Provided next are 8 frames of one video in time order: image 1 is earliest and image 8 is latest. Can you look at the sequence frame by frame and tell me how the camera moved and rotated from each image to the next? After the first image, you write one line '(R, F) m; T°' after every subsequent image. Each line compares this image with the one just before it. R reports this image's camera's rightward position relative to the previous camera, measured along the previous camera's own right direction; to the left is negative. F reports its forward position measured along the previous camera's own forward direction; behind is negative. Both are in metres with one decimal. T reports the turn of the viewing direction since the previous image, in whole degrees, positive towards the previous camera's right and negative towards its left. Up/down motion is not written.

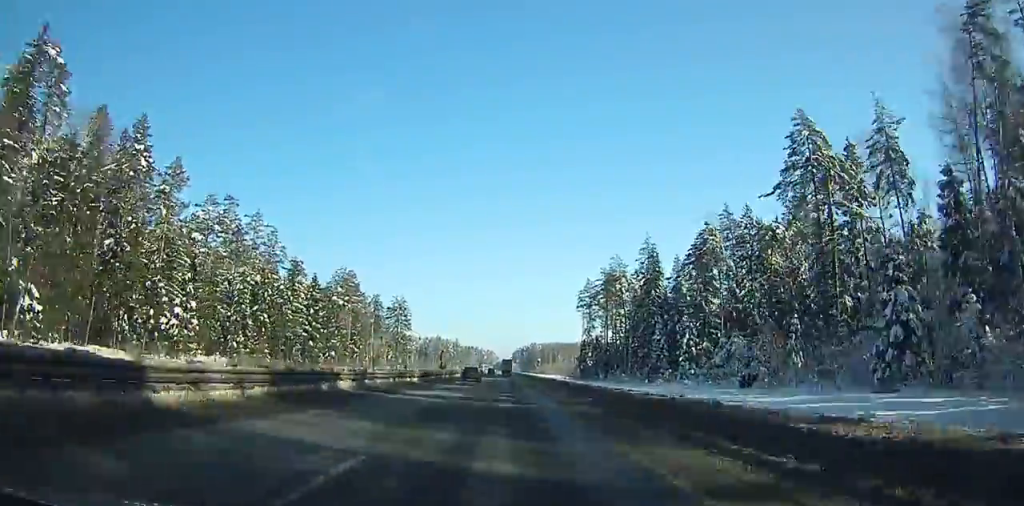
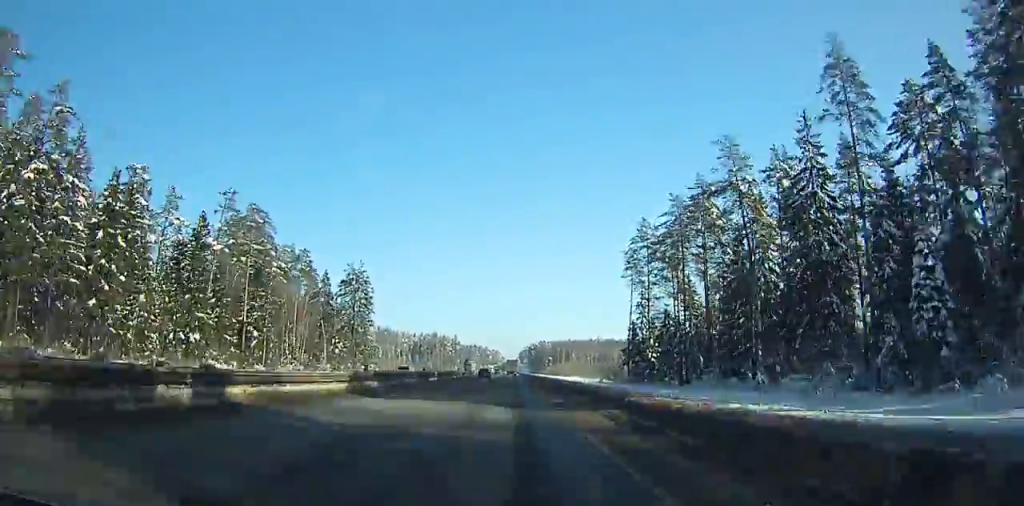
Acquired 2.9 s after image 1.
(0.0, +60.5) m; 0°
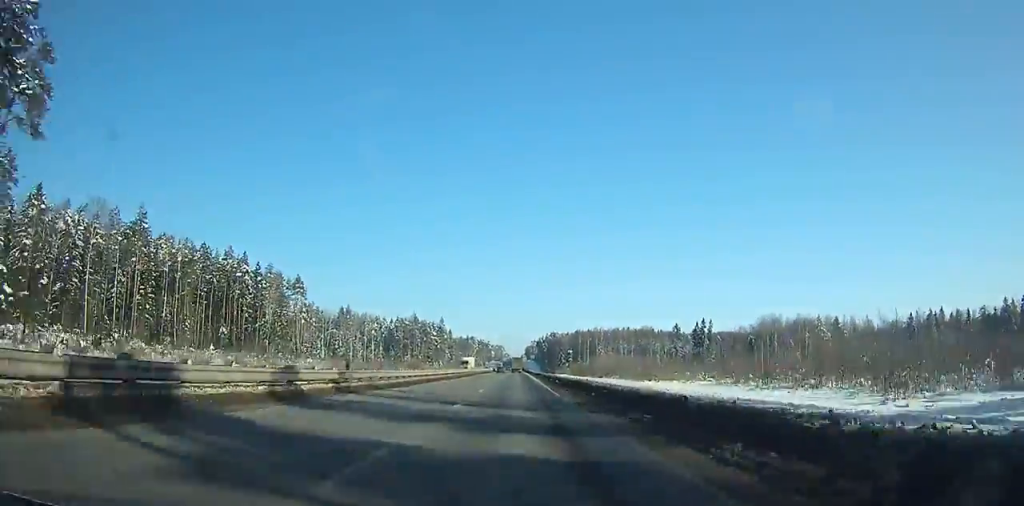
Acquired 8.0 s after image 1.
(-0.6, +106.0) m; 0°
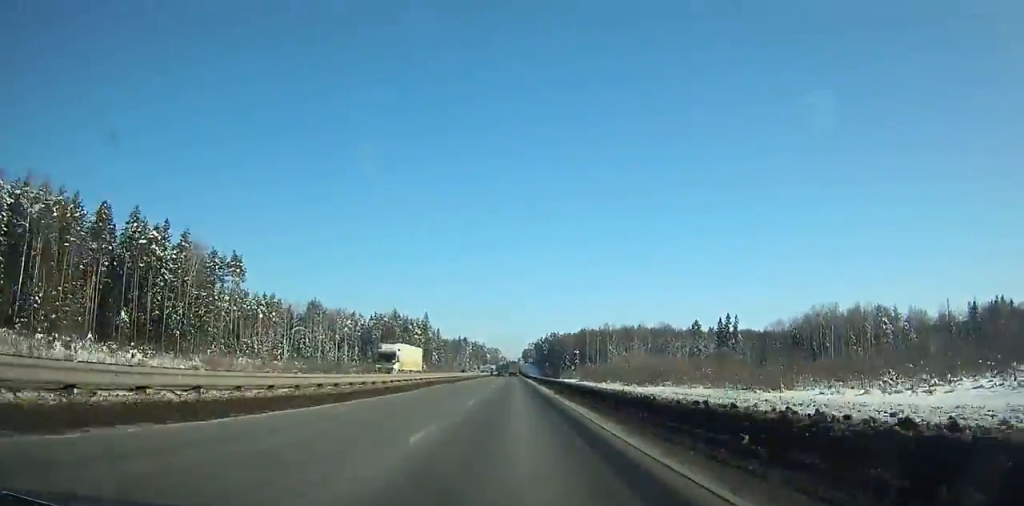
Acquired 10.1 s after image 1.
(+0.2, +43.7) m; 0°
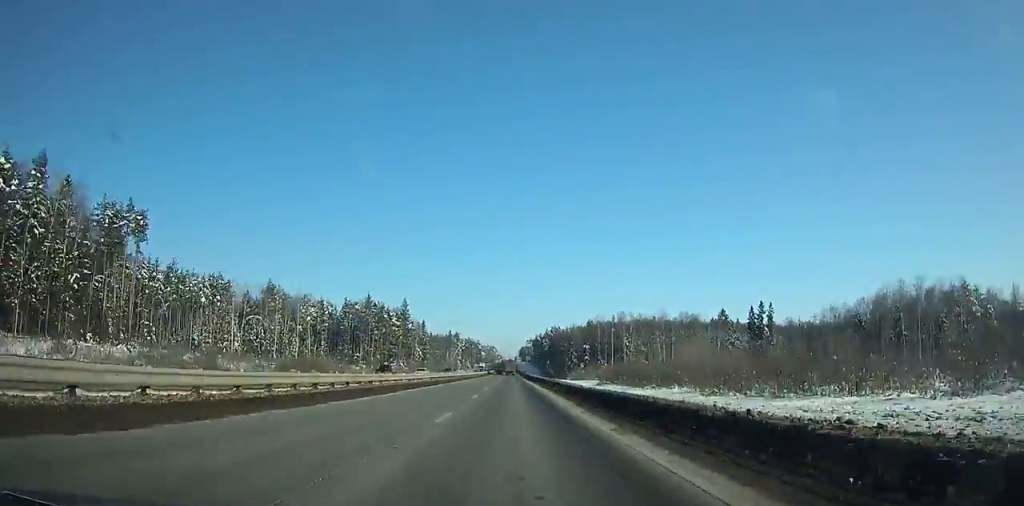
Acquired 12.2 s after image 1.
(+0.2, +43.9) m; 0°
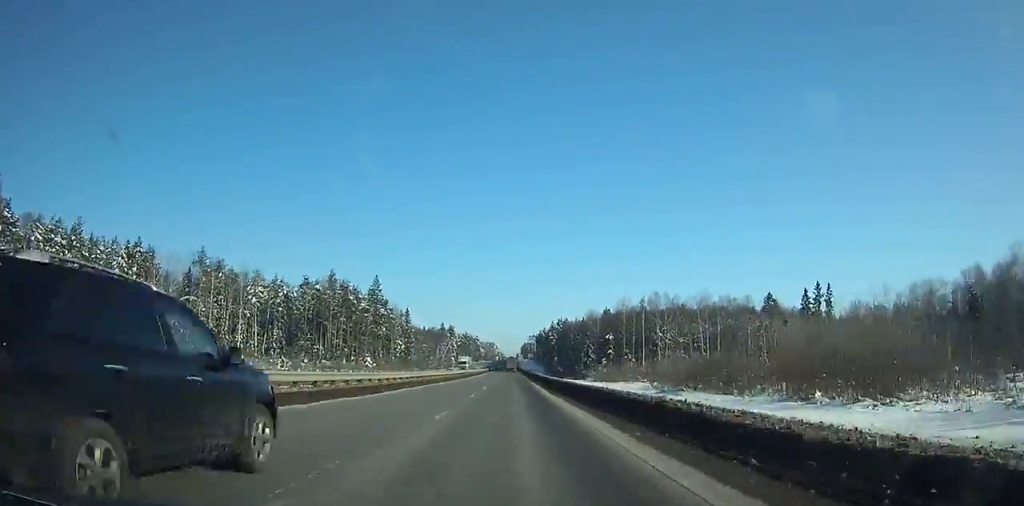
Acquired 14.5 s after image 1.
(0.0, +48.0) m; 0°
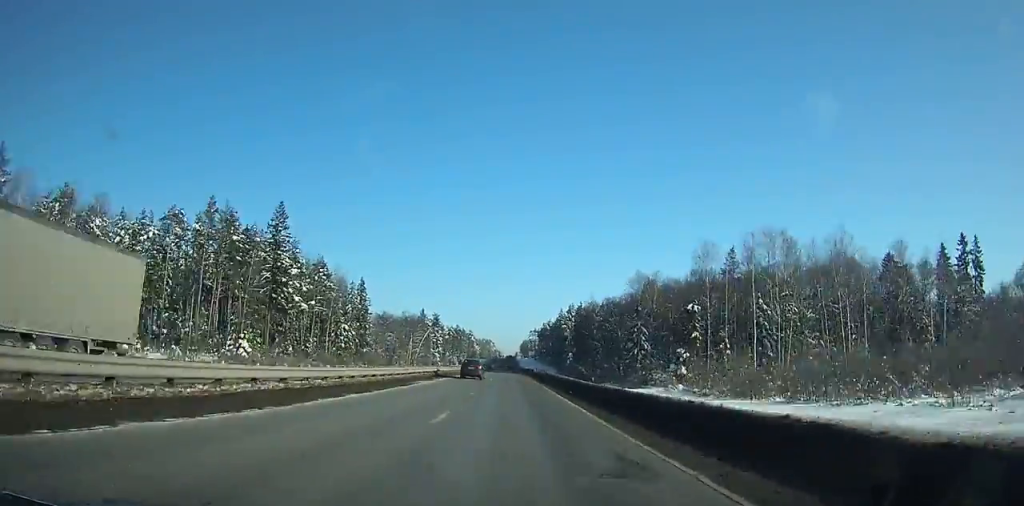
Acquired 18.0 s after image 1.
(-0.4, +72.9) m; 0°
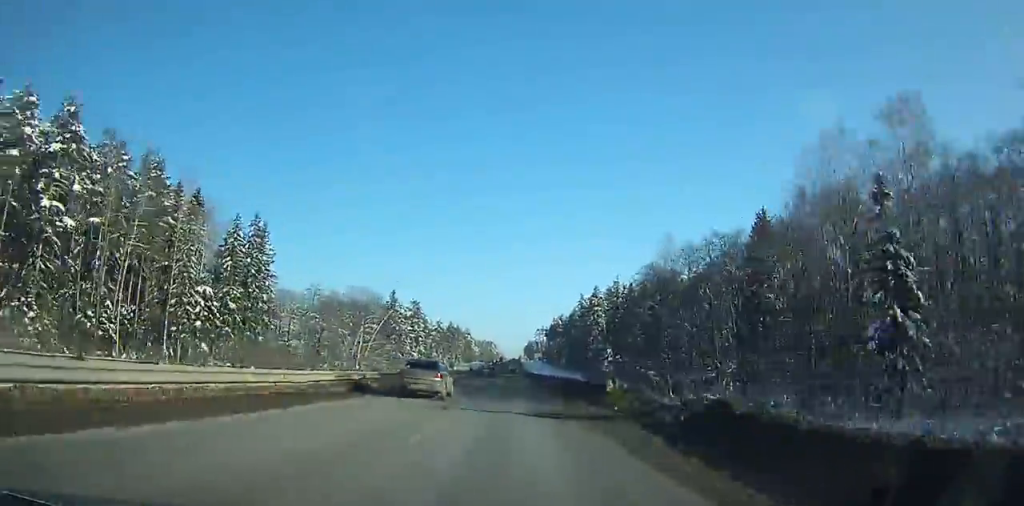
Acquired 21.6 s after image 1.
(+0.2, +74.7) m; 0°
